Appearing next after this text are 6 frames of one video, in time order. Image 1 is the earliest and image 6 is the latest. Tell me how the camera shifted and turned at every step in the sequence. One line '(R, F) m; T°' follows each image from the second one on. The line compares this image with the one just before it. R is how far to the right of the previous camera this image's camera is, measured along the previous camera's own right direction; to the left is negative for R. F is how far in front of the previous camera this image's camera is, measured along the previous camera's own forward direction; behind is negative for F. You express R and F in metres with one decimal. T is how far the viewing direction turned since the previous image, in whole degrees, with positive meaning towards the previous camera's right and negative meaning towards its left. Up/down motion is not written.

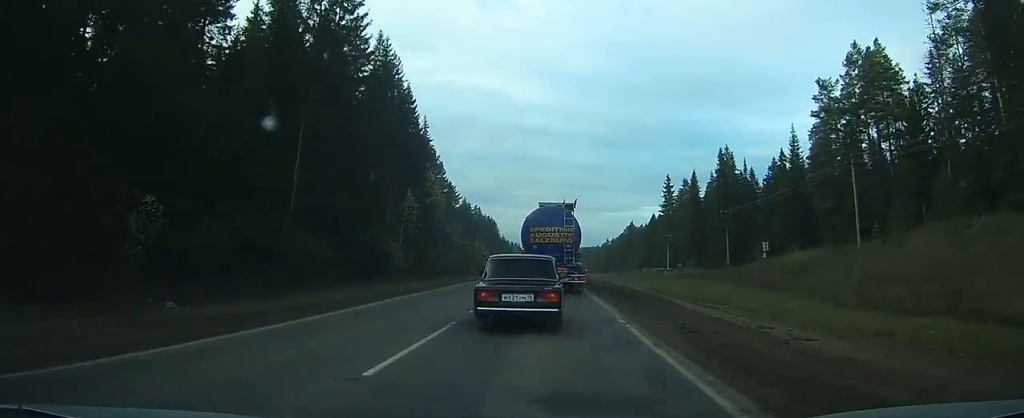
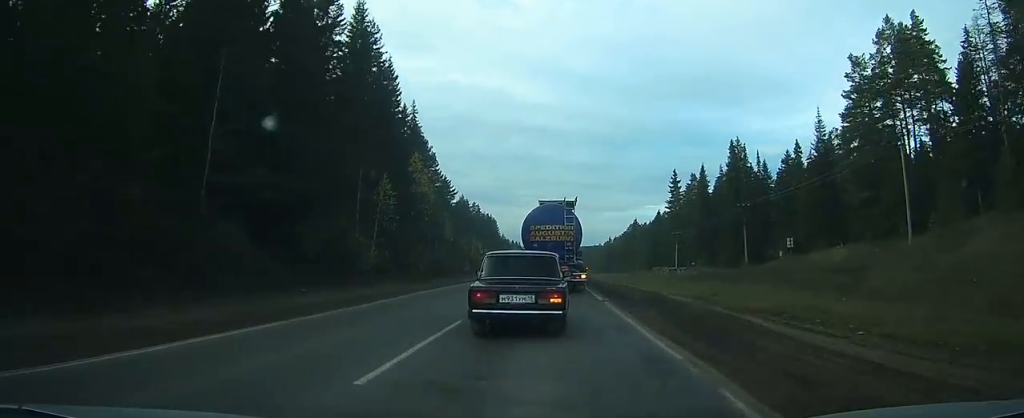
(+0.1, +9.5) m; 0°
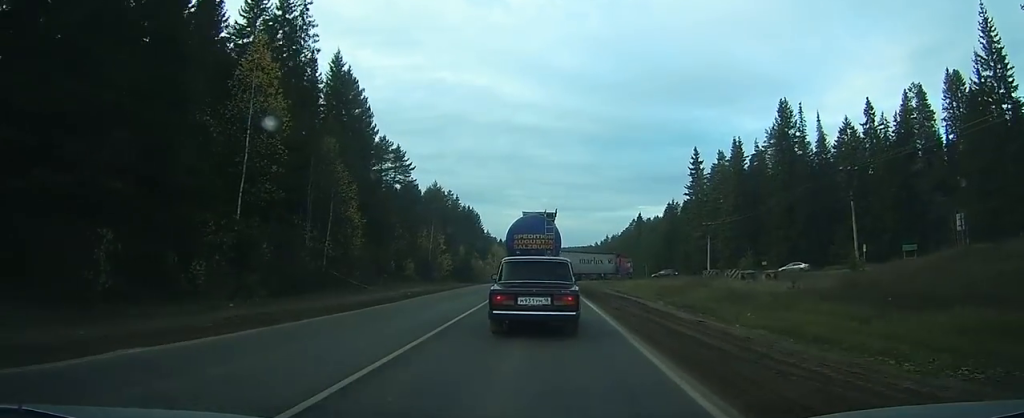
(-0.4, +40.4) m; -1°
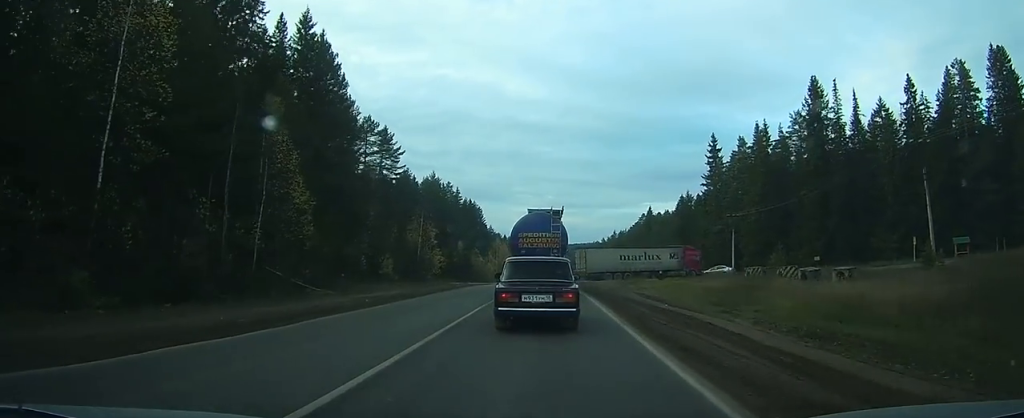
(-0.1, +12.0) m; -1°
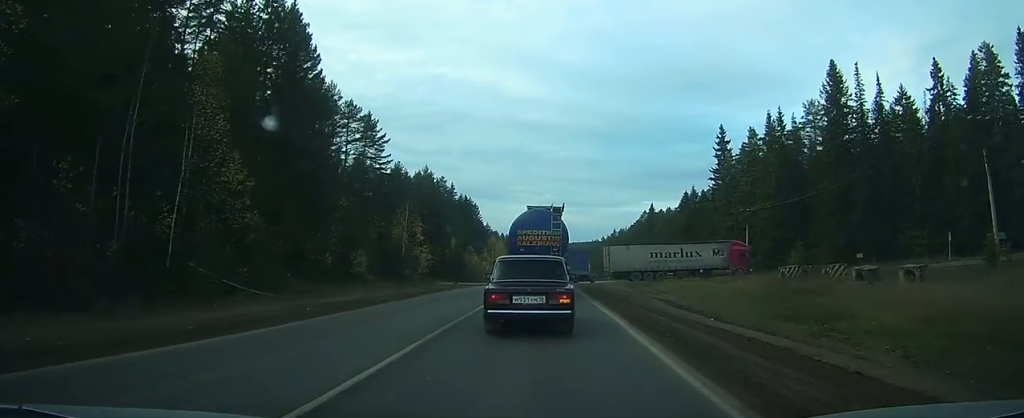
(0.0, +7.9) m; -1°
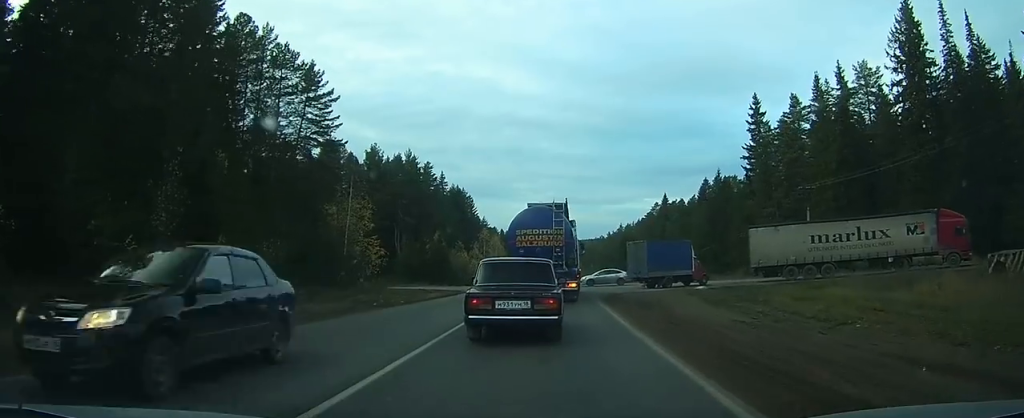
(-0.9, +21.3) m; -3°
